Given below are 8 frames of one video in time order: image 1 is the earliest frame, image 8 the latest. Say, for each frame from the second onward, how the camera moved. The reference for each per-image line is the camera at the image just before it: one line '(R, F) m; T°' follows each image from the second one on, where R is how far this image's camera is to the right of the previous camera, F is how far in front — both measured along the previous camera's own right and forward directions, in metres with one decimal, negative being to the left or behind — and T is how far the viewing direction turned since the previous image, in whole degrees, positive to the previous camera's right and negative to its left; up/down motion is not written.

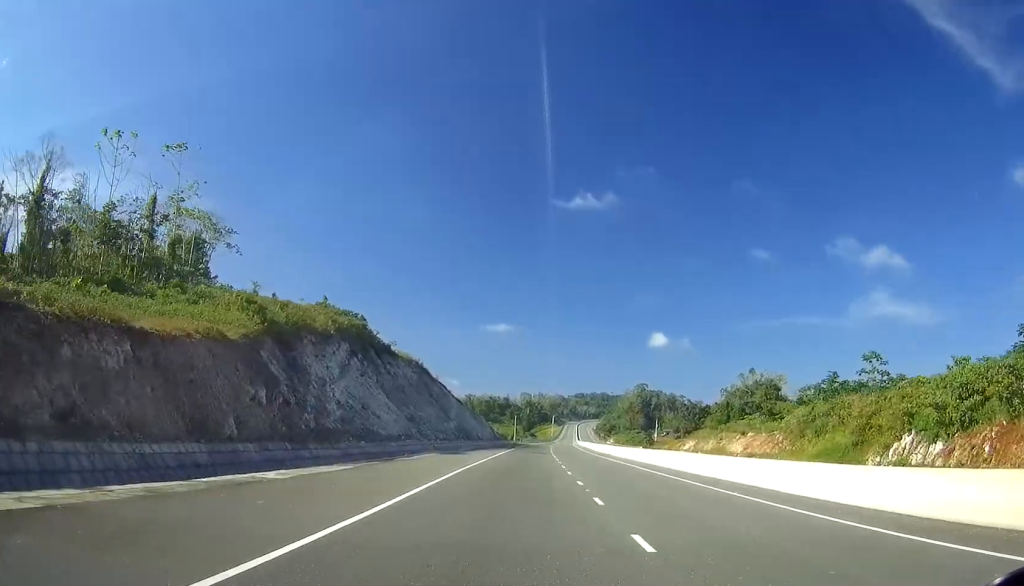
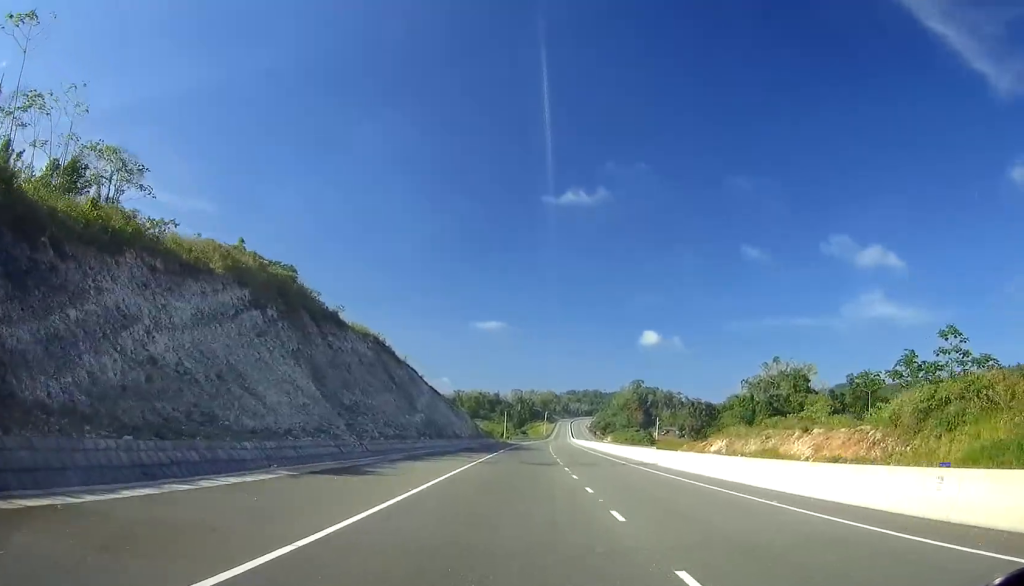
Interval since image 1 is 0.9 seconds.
(+0.2, +27.3) m; +1°
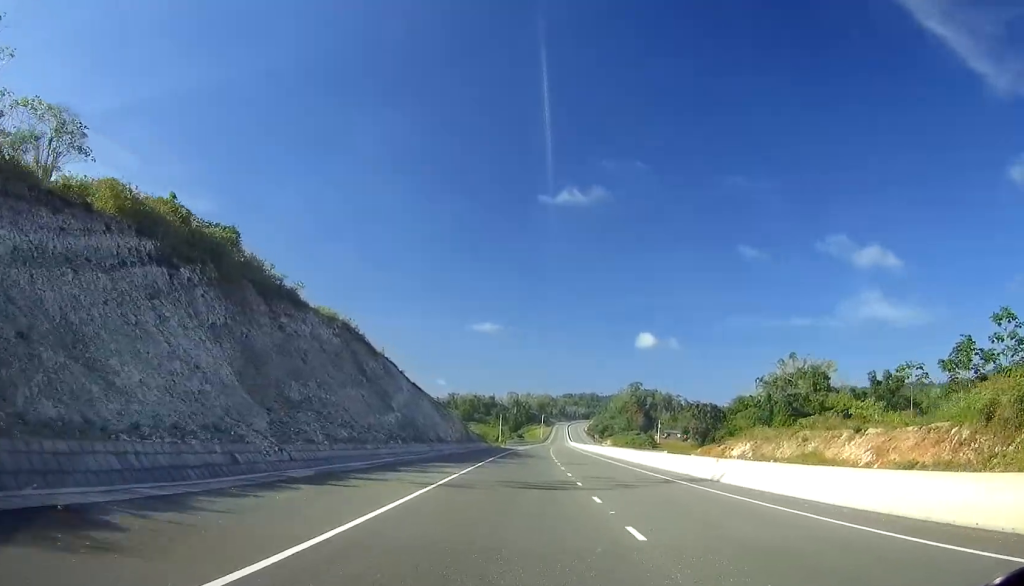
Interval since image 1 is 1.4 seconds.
(0.0, +14.1) m; 0°
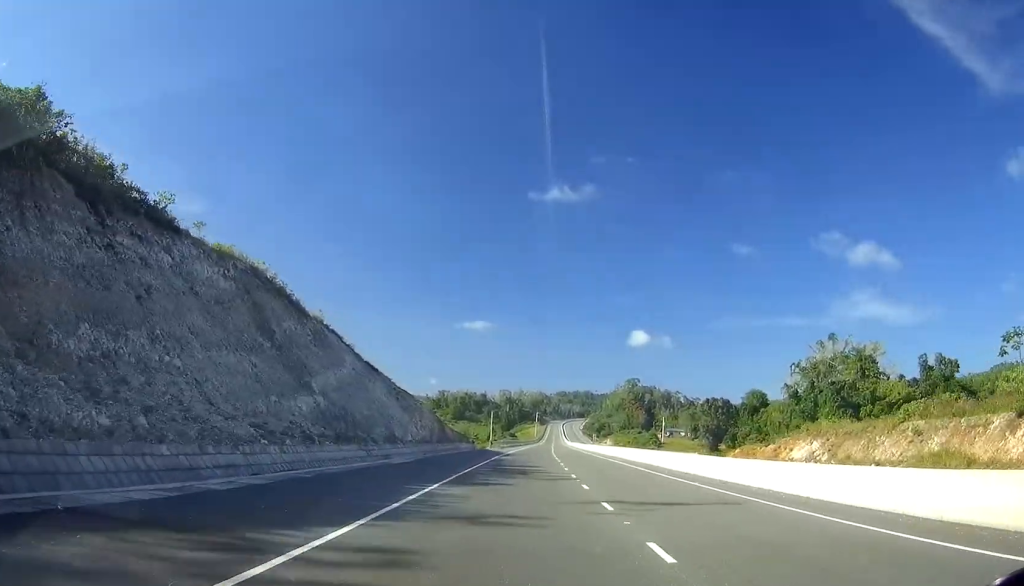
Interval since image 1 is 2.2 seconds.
(+0.1, +26.0) m; 0°
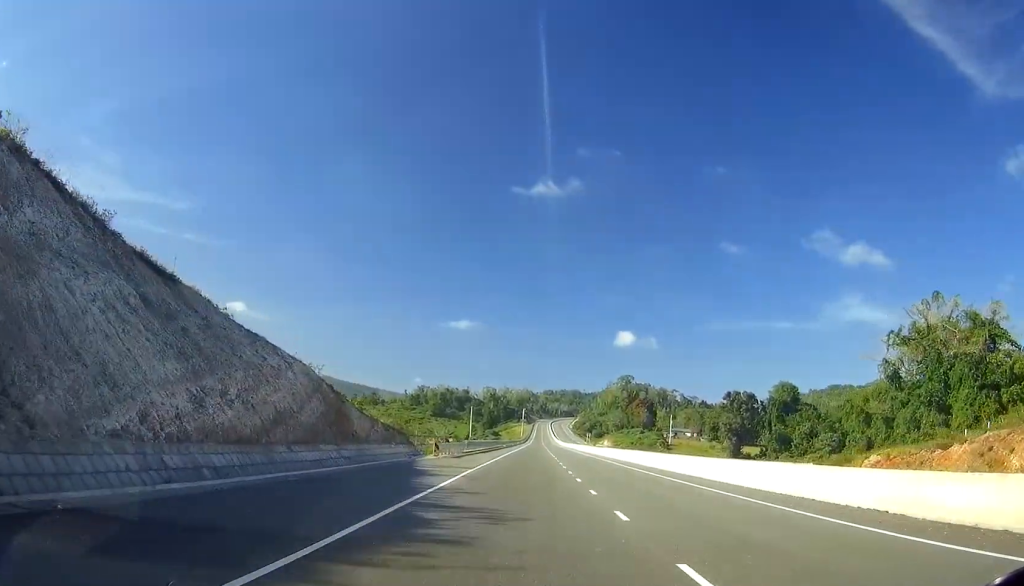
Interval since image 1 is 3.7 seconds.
(+0.4, +43.9) m; +1°
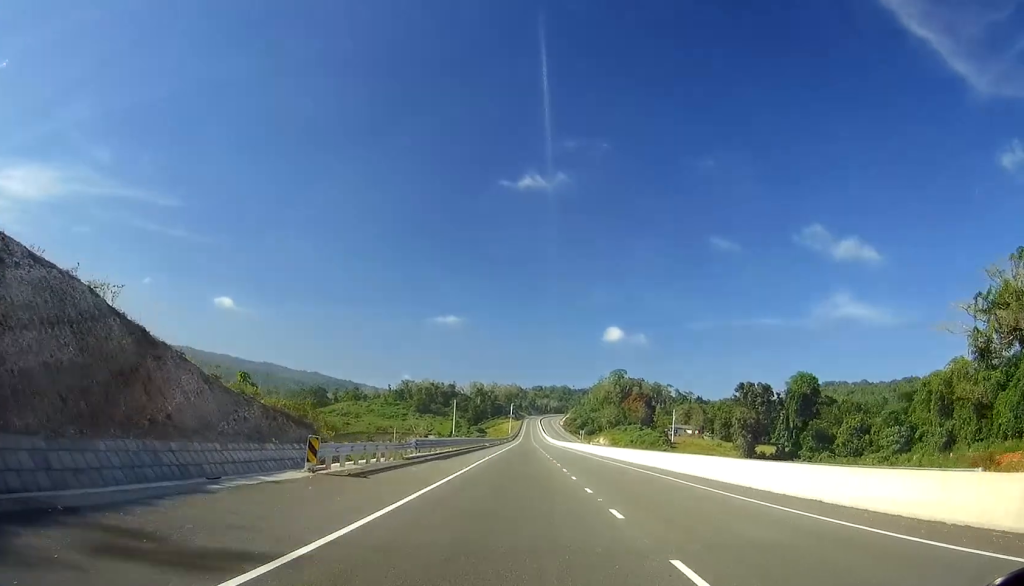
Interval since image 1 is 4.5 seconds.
(+0.1, +24.0) m; +1°
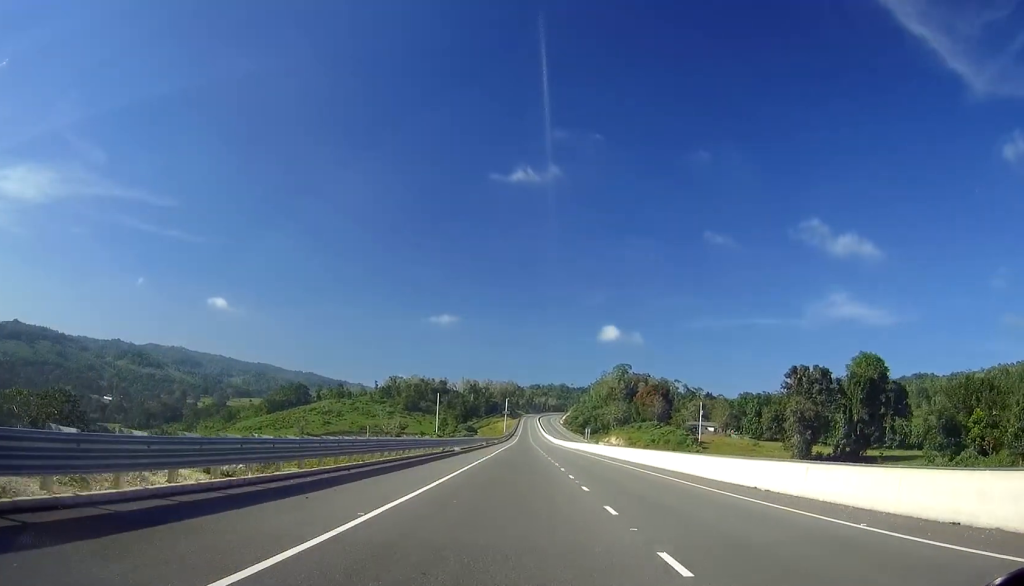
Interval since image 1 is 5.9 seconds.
(+0.4, +41.9) m; +1°
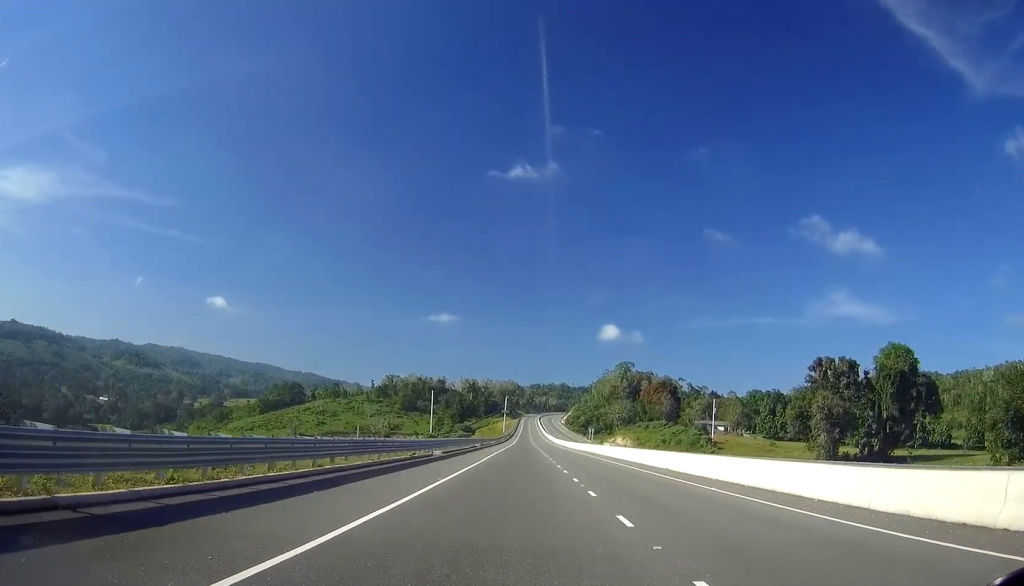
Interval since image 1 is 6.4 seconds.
(0.0, +14.0) m; 0°
